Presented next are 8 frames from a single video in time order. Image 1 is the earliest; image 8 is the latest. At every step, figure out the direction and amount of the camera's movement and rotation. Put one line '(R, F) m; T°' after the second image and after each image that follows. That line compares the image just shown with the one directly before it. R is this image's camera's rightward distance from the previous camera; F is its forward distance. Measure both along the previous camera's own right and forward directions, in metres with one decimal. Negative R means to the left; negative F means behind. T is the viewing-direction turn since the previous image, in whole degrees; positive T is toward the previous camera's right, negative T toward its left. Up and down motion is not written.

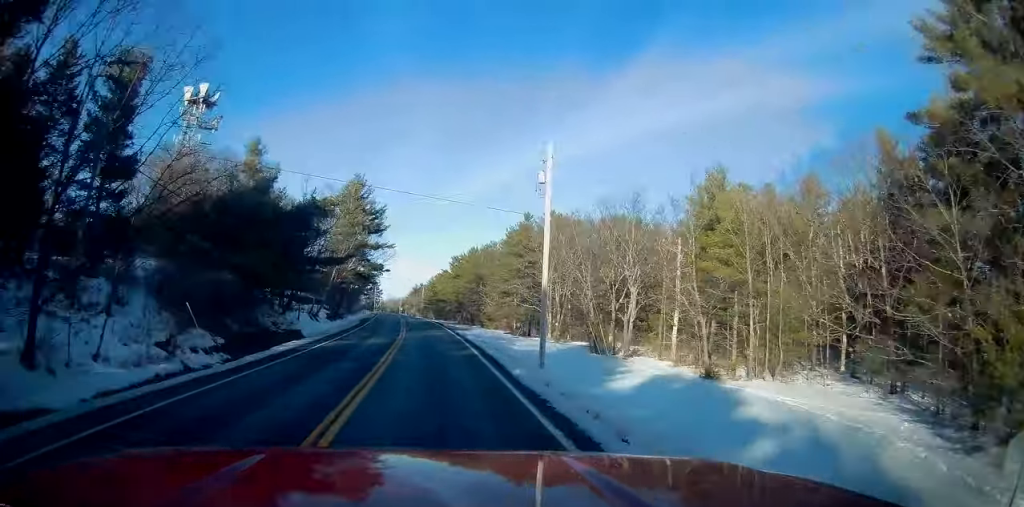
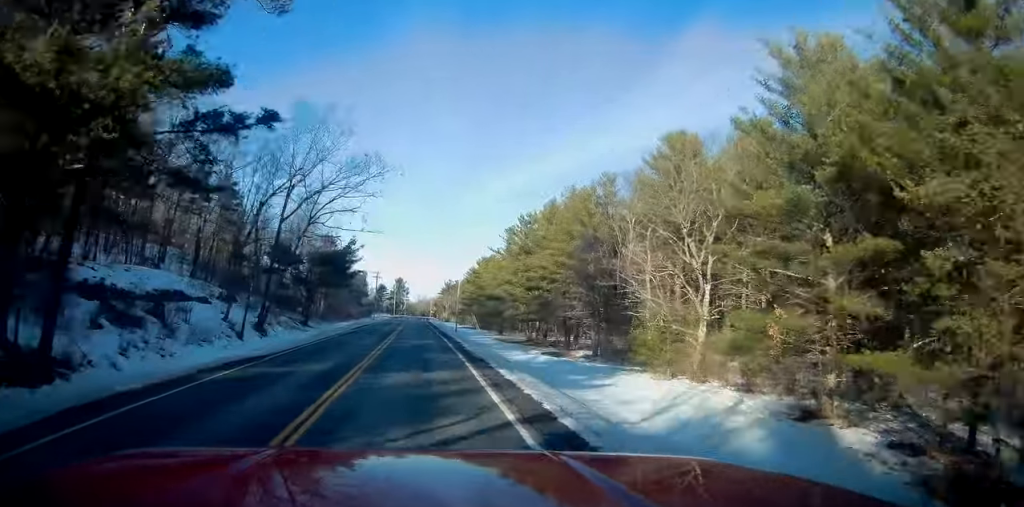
(-1.9, +58.1) m; -4°
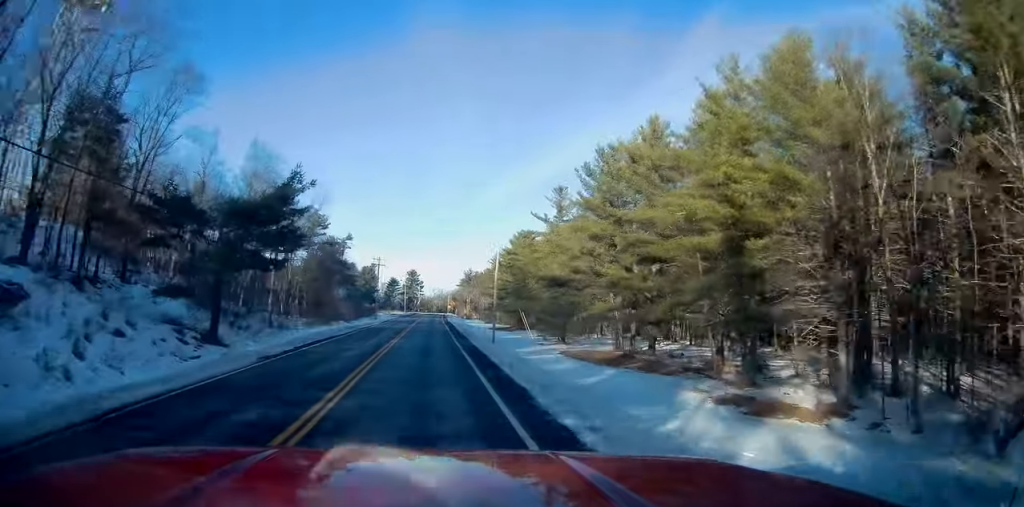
(-0.4, +28.5) m; -1°
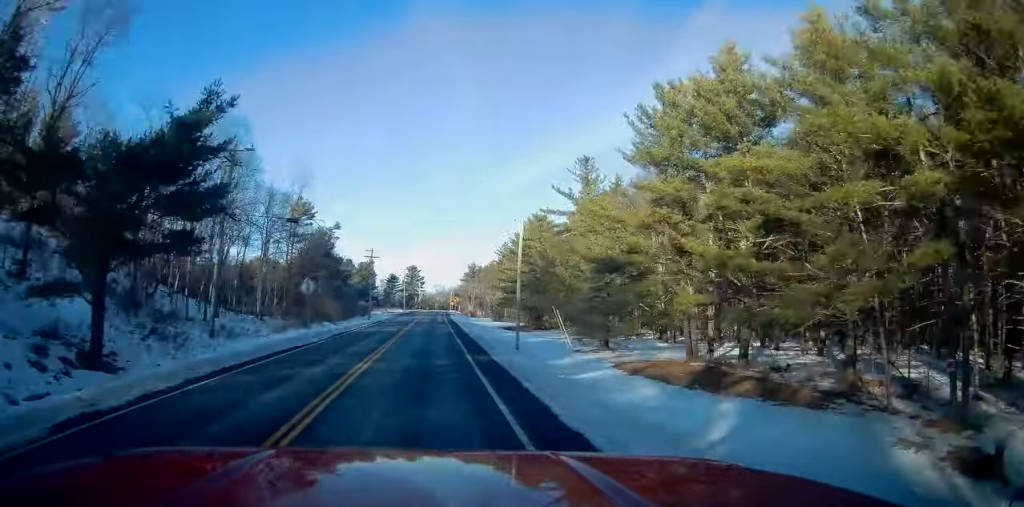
(-0.1, +11.8) m; 0°
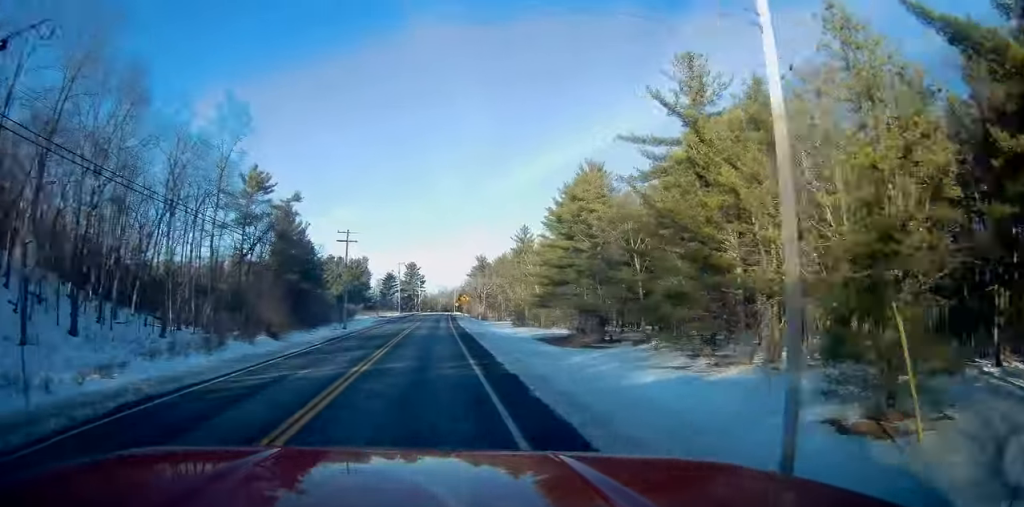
(-0.1, +24.6) m; 0°
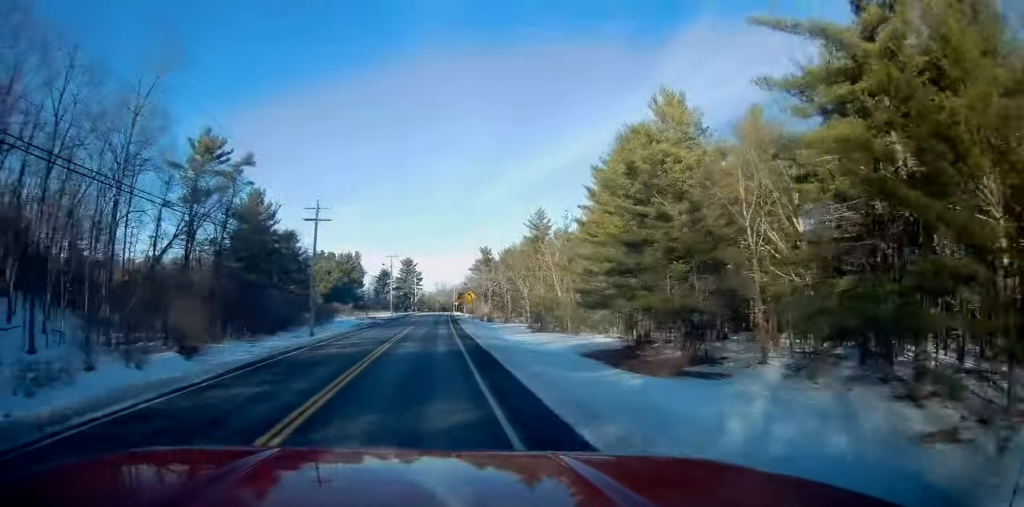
(+0.1, +15.2) m; 0°
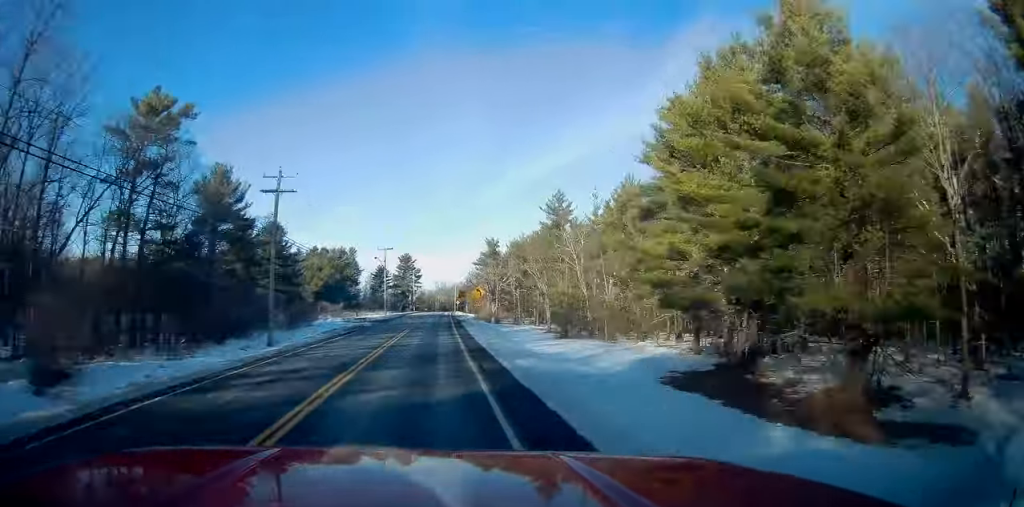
(+0.2, +11.8) m; 0°
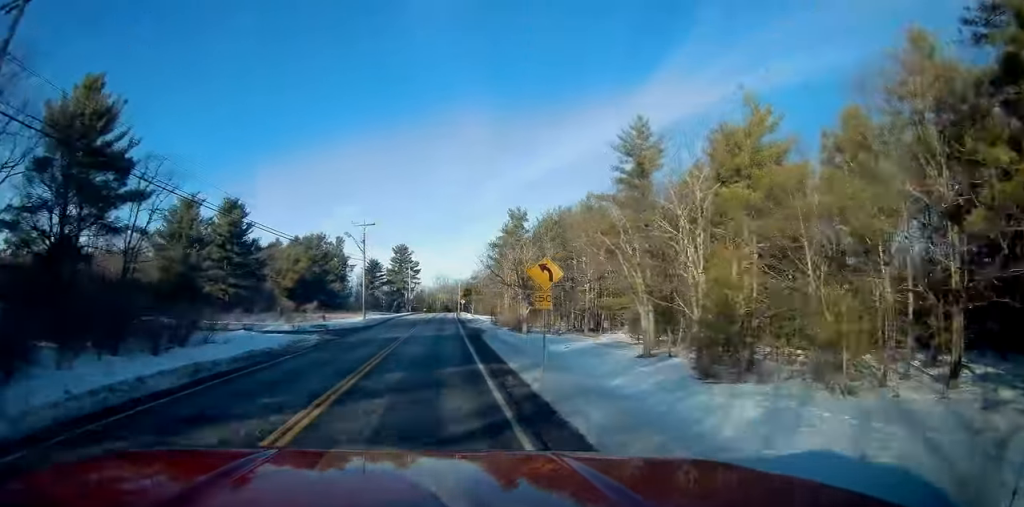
(-0.2, +26.2) m; -1°
